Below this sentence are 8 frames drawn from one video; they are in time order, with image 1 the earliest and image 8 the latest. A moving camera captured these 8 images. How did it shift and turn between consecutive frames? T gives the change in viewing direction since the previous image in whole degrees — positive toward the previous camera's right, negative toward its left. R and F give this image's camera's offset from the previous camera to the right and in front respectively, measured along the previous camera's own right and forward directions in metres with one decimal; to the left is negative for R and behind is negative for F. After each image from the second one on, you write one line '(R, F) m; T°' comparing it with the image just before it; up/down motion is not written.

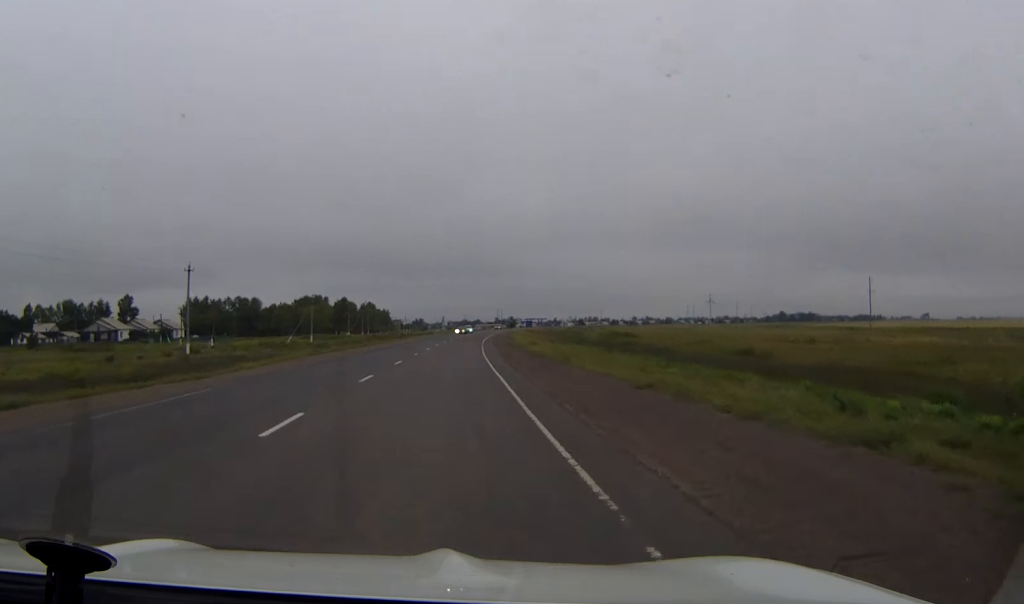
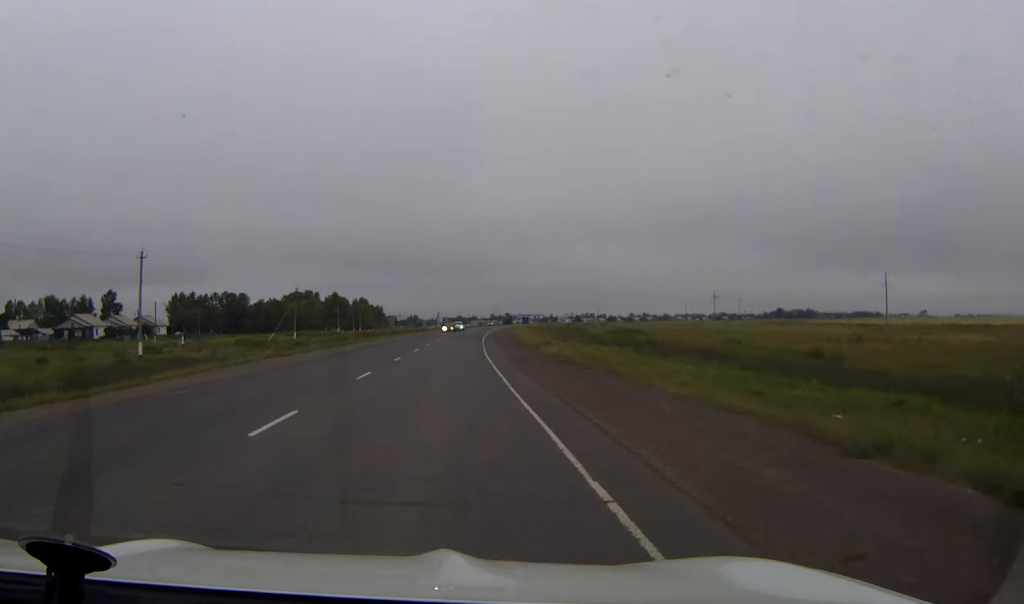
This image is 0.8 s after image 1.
(+0.1, +12.3) m; 0°
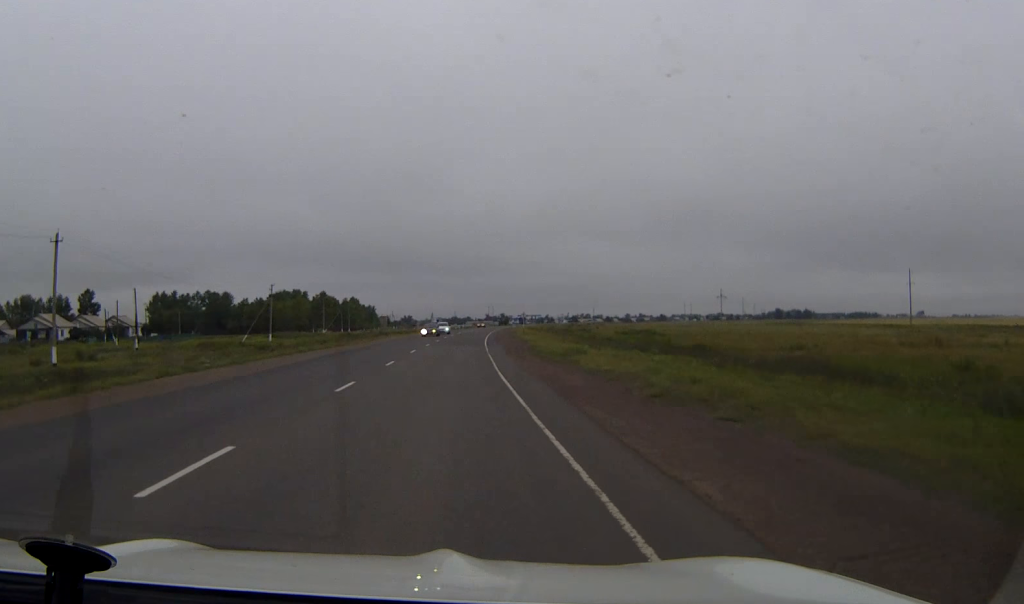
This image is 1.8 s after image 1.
(+0.1, +16.7) m; 0°
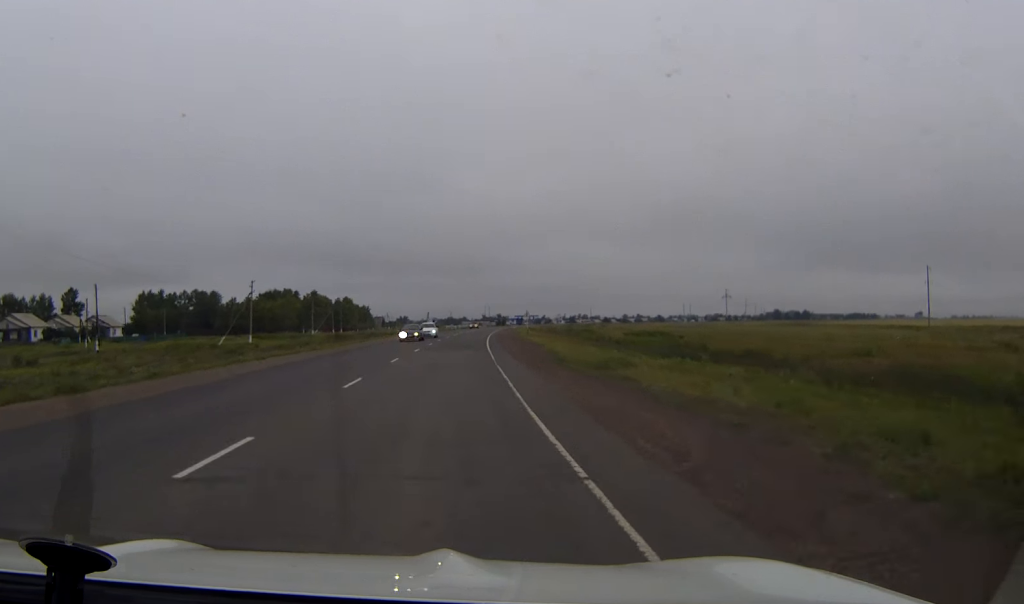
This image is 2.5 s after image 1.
(0.0, +11.3) m; 0°
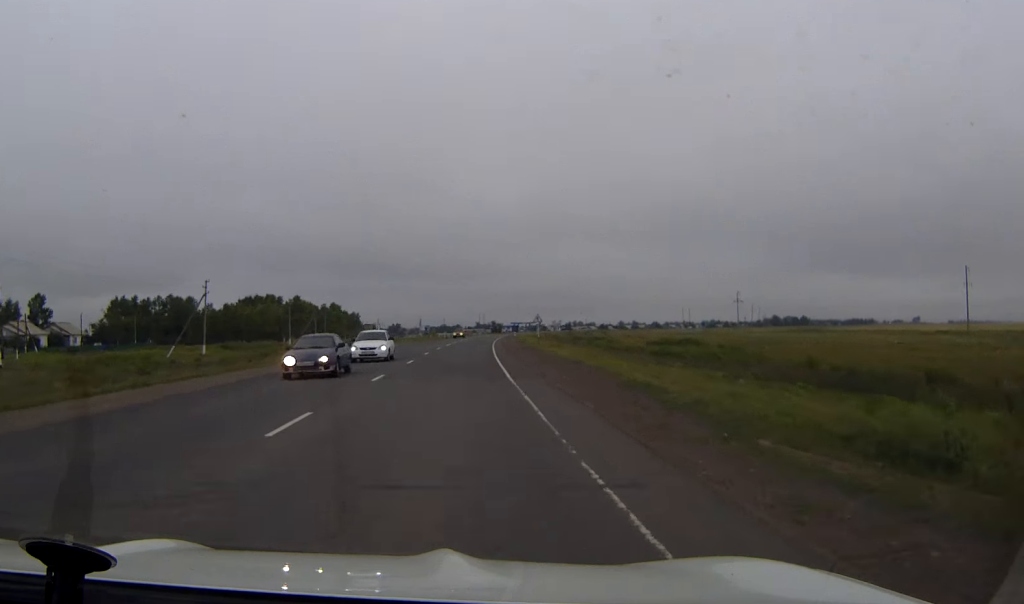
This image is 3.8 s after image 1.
(+0.1, +21.1) m; +1°
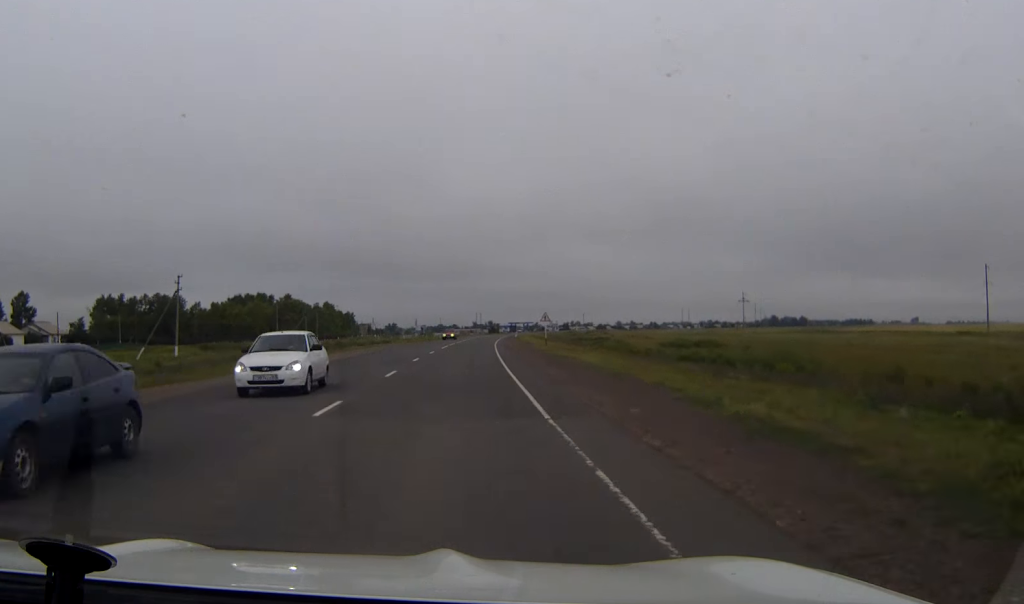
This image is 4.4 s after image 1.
(0.0, +9.4) m; 0°
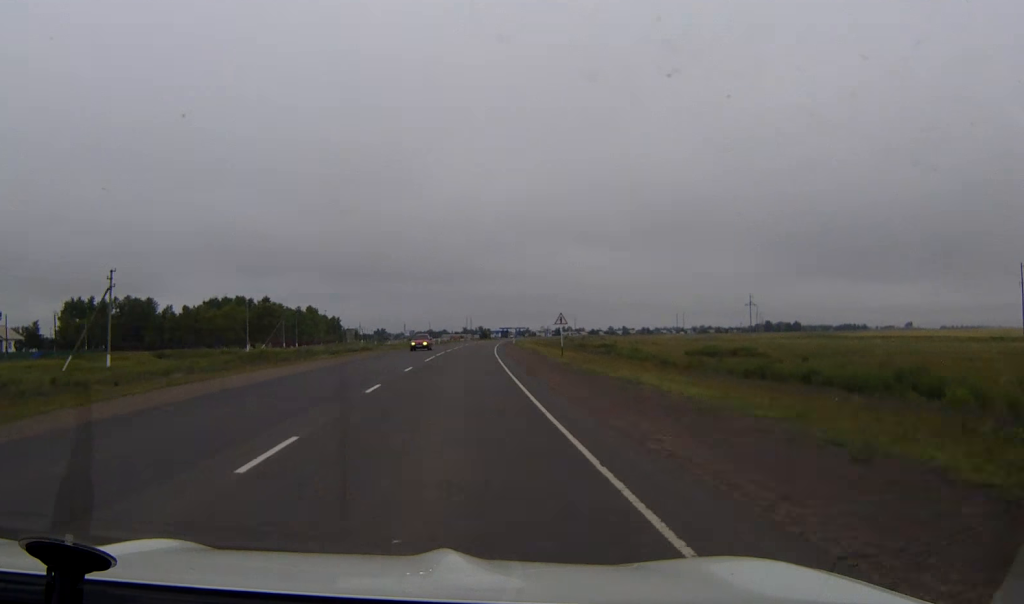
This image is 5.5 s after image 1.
(+0.1, +17.5) m; +1°
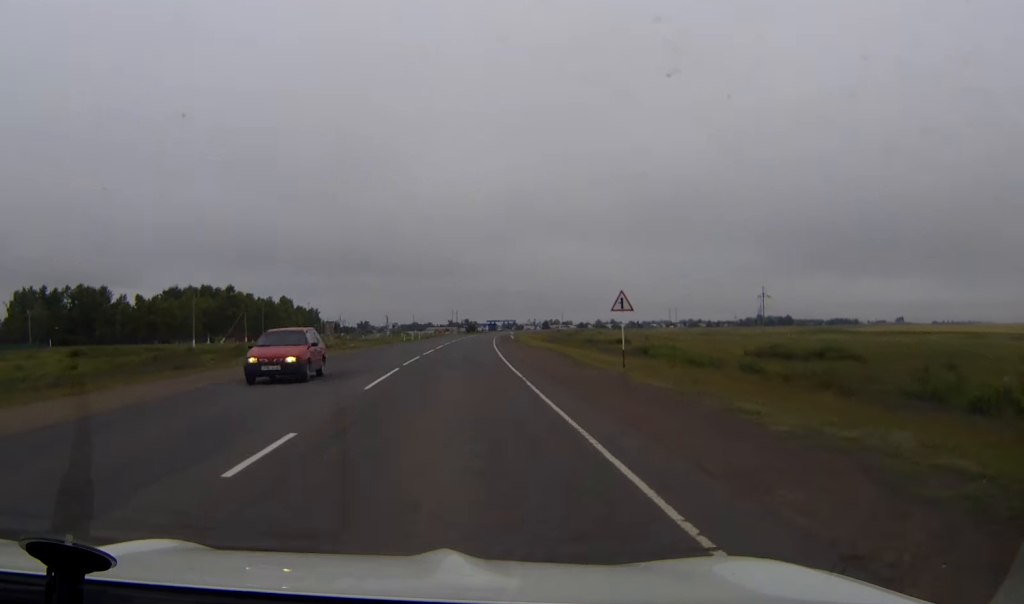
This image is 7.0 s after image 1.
(+0.2, +25.1) m; +1°
